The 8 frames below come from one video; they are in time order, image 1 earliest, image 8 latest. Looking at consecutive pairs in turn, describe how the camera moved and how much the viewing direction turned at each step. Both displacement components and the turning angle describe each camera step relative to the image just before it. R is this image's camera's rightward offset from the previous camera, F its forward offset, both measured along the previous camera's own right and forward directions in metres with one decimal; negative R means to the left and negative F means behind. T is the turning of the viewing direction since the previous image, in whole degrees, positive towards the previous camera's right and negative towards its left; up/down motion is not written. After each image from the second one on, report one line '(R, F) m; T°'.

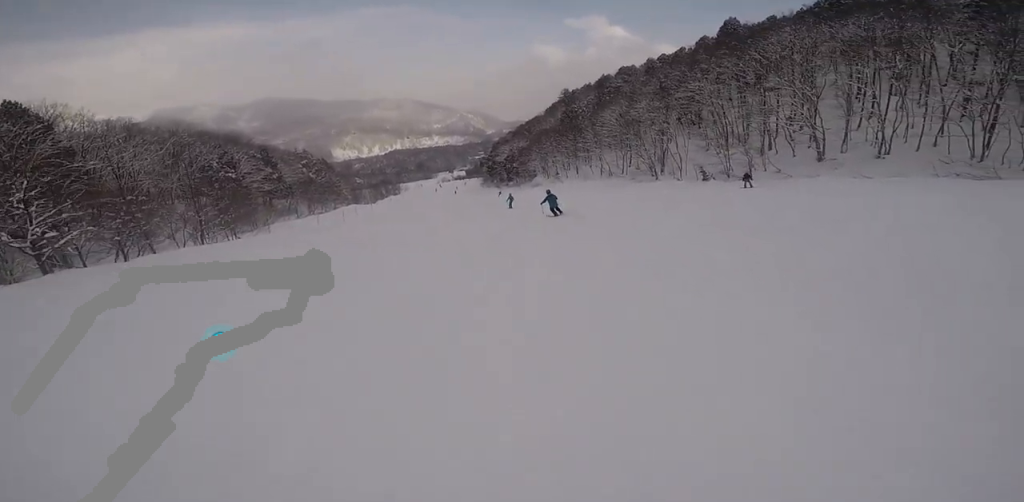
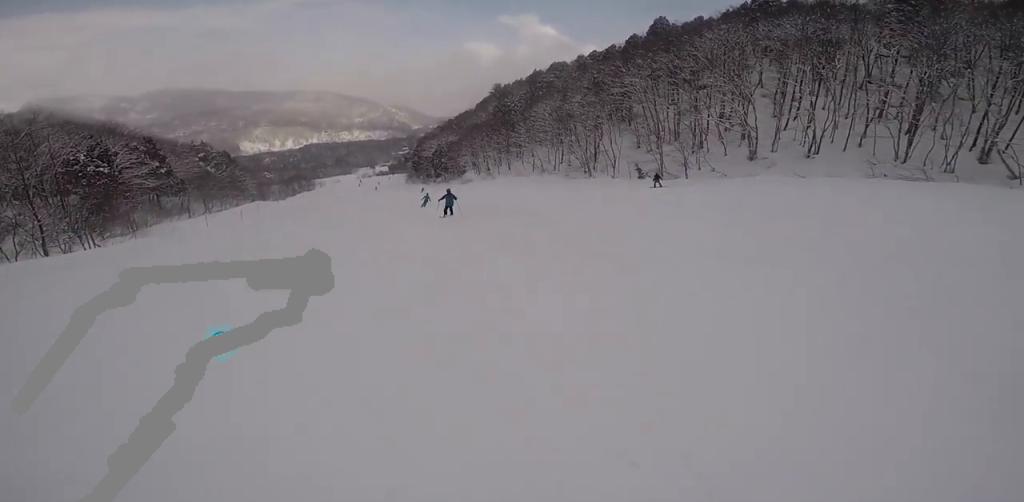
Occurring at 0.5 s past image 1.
(+0.4, +3.8) m; +1°
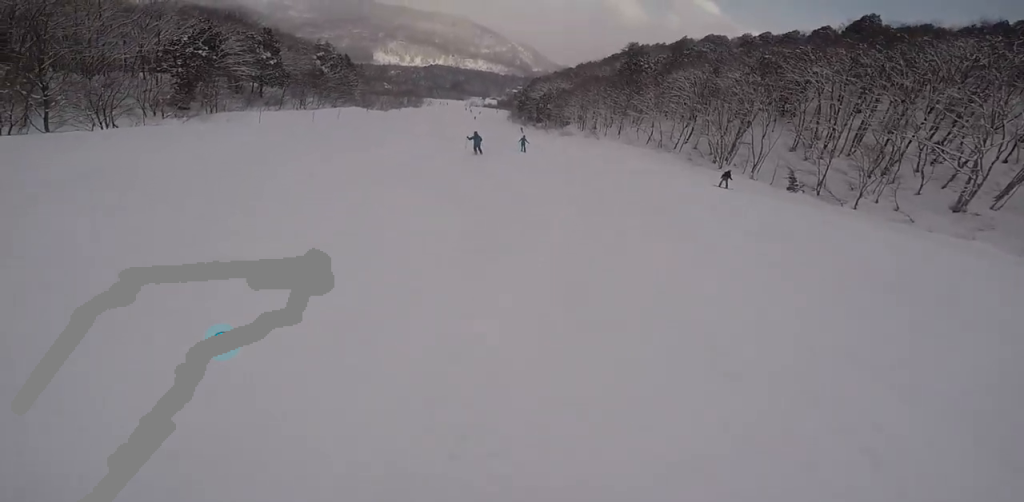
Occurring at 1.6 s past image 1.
(-0.9, +8.3) m; -3°
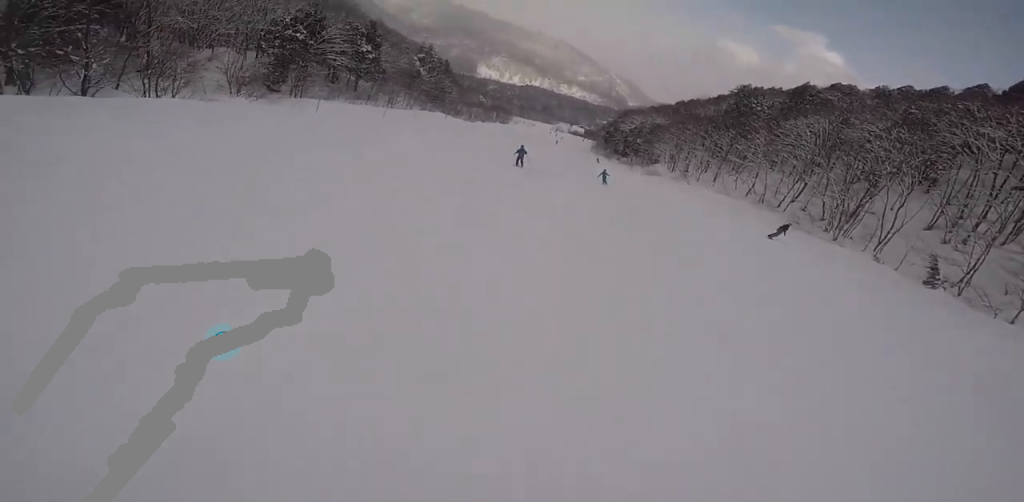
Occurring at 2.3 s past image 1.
(+1.1, +5.5) m; -7°
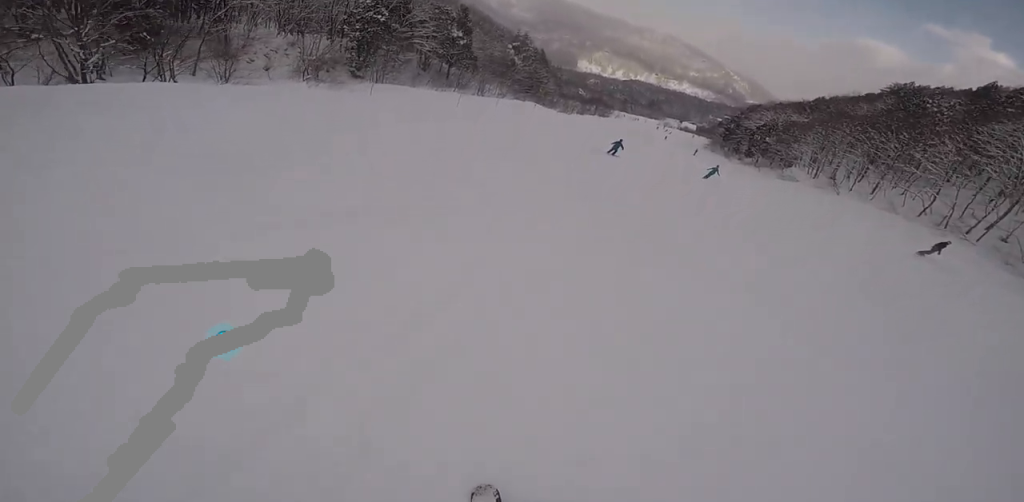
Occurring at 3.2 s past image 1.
(-1.9, +7.4) m; -14°
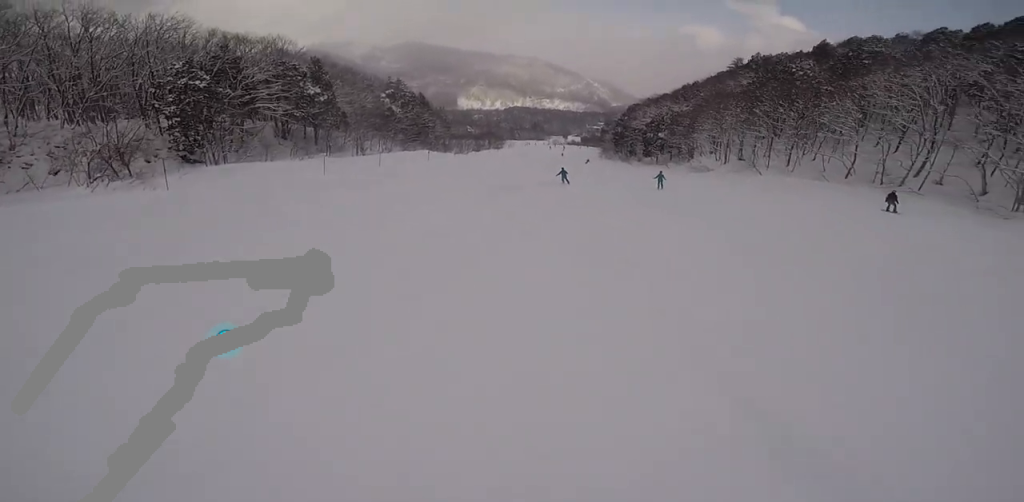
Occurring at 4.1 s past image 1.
(-0.5, +8.6) m; +11°
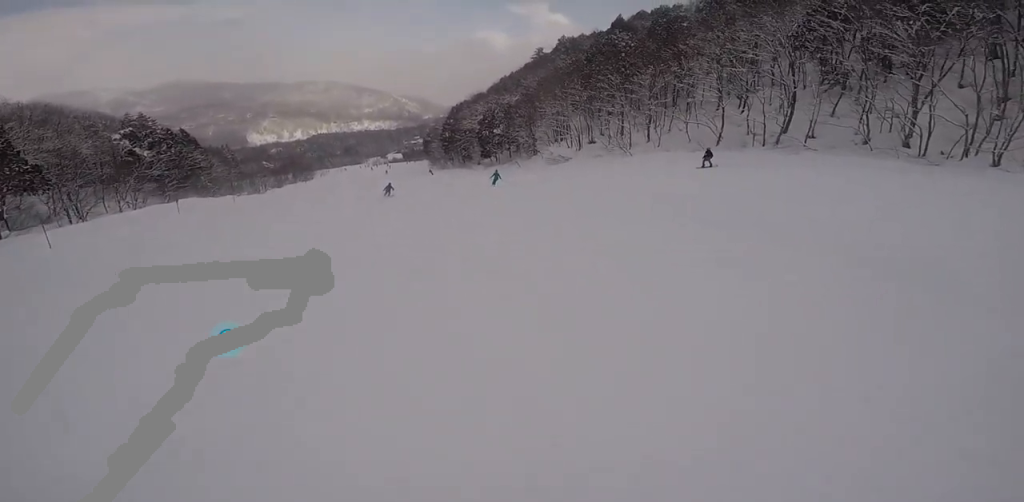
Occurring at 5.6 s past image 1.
(+3.7, +13.1) m; +15°
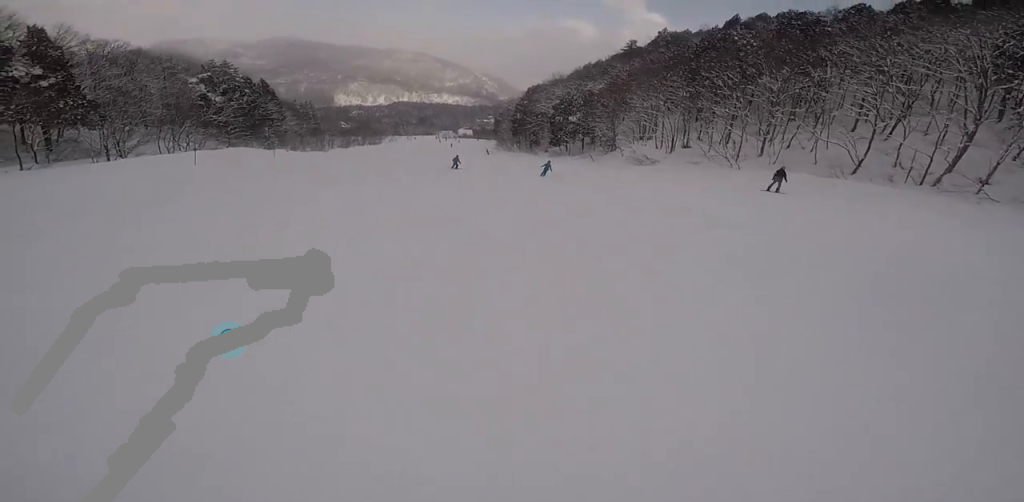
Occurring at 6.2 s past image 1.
(-0.6, +6.3) m; -7°
